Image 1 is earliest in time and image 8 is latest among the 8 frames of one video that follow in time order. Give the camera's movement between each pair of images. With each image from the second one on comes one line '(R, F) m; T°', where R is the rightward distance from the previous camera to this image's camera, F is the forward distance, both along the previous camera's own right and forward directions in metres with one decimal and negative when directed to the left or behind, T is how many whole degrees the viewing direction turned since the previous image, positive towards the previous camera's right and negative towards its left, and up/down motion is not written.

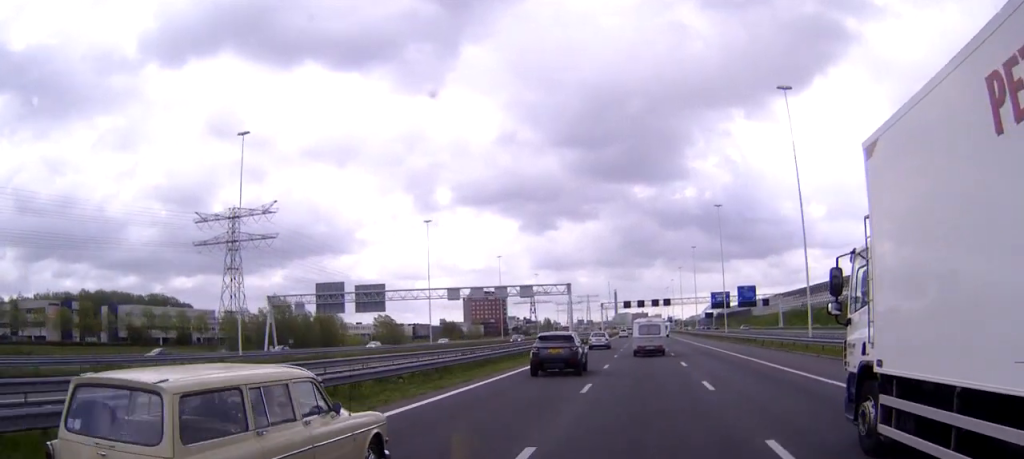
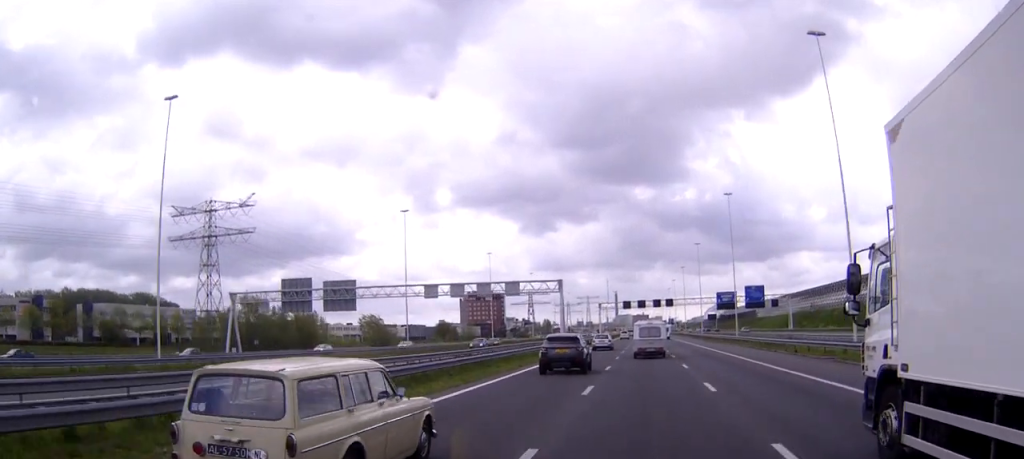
(0.0, +12.2) m; 0°
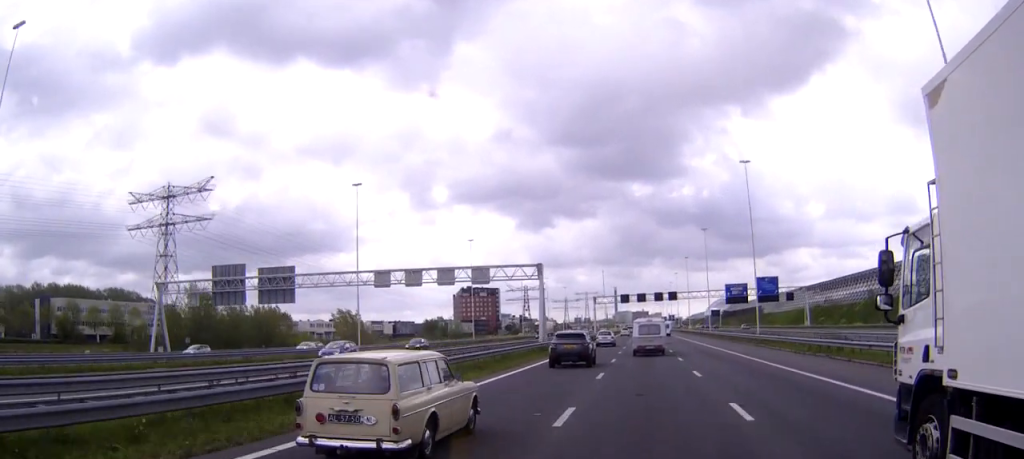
(0.0, +18.6) m; 0°
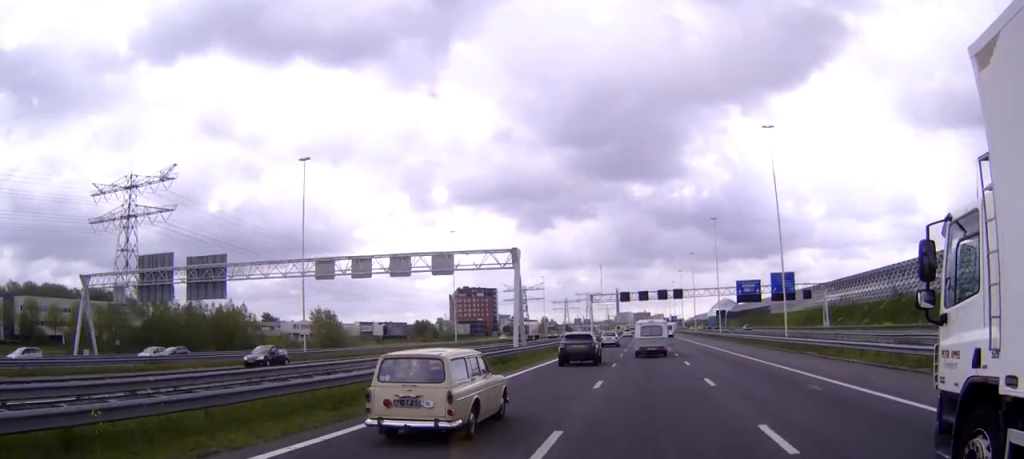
(0.0, +15.4) m; 0°
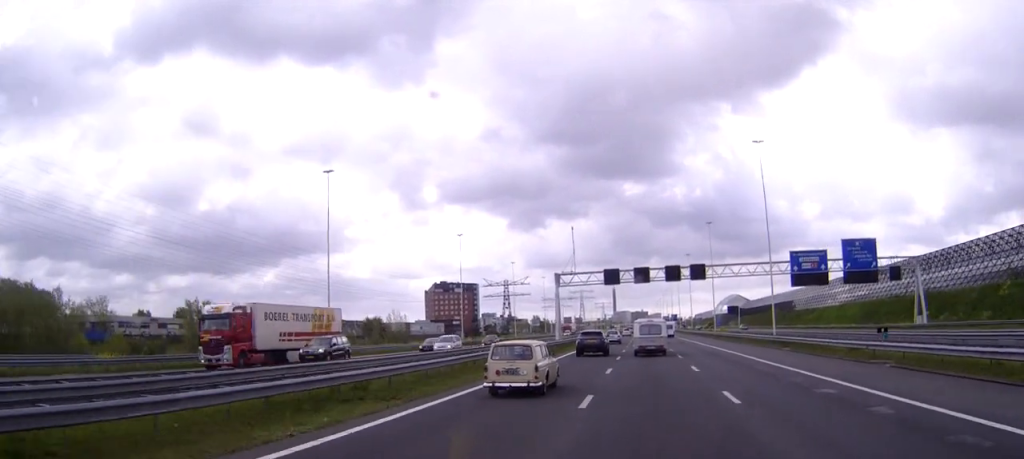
(-0.1, +53.8) m; 0°
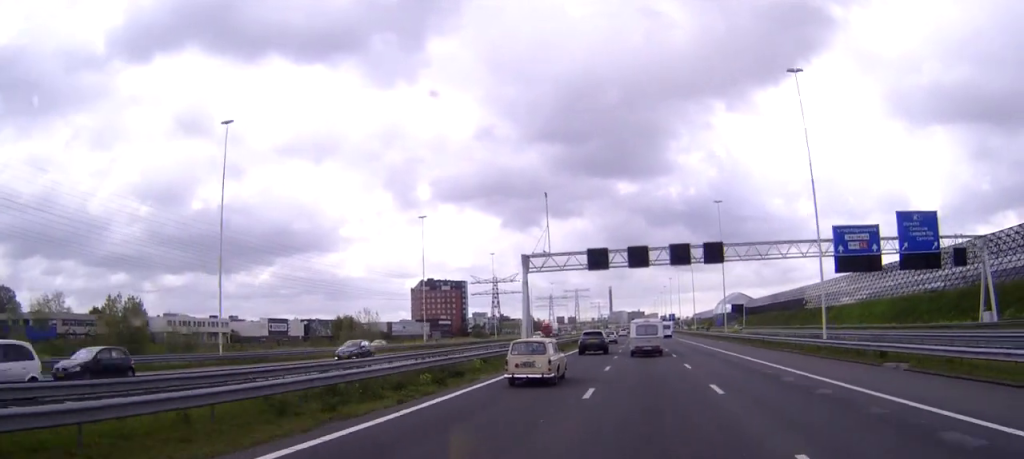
(0.0, +22.0) m; 0°
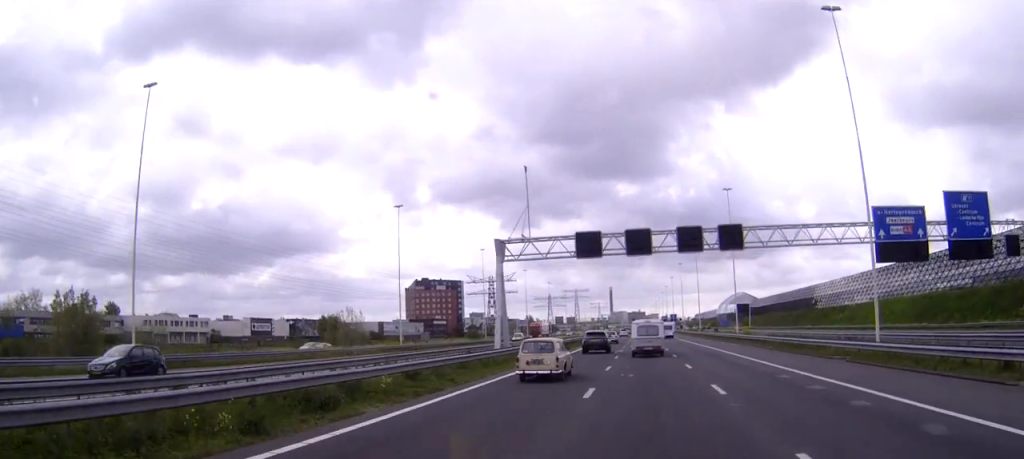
(0.0, +12.2) m; 0°
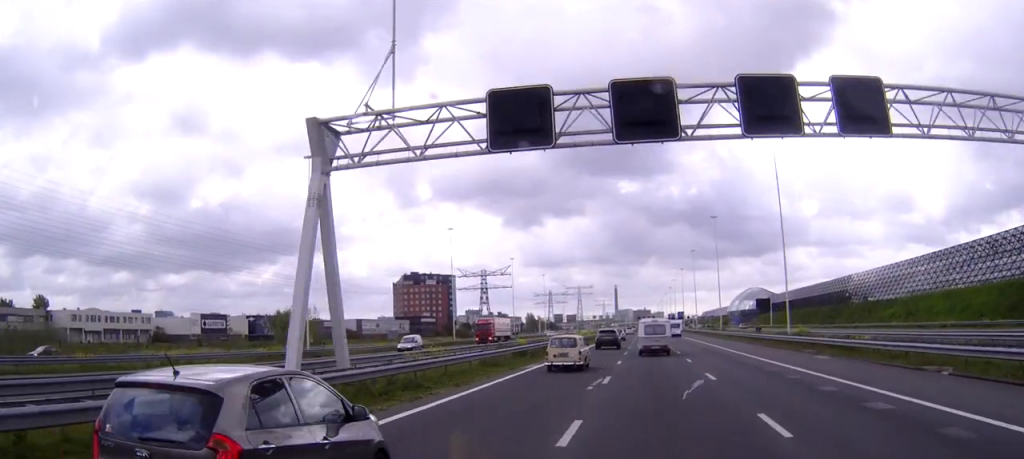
(-0.1, +31.6) m; 0°
